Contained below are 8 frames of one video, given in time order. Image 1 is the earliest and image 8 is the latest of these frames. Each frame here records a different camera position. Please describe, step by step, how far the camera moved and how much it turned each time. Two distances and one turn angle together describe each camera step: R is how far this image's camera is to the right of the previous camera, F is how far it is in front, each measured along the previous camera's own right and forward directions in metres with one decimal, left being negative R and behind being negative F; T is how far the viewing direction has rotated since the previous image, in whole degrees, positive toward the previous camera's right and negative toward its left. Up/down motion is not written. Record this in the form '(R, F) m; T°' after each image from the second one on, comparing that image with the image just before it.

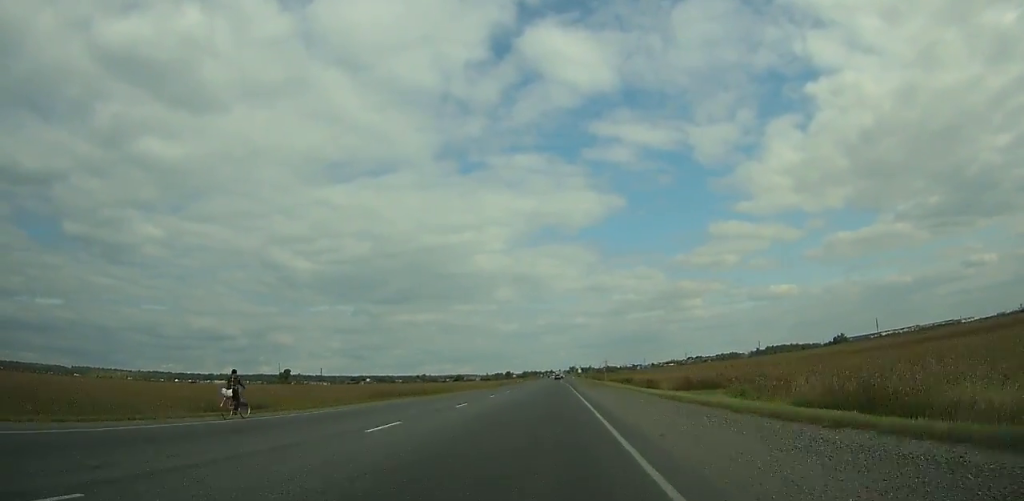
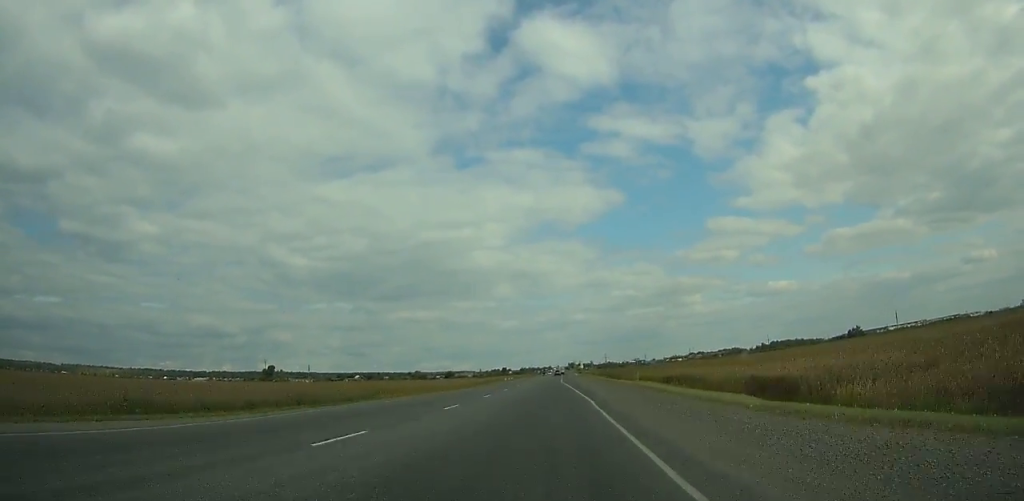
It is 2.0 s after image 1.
(0.0, +39.6) m; 0°
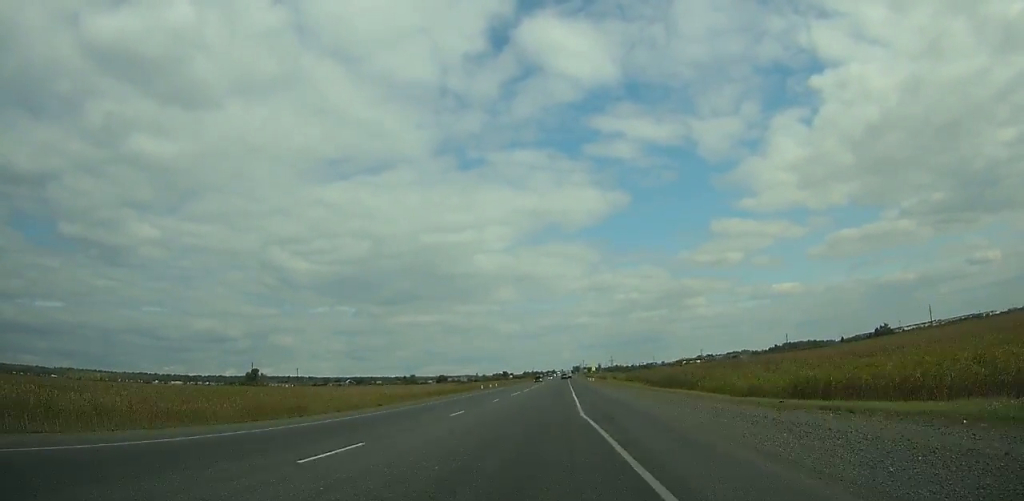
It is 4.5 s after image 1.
(-0.1, +49.3) m; 0°
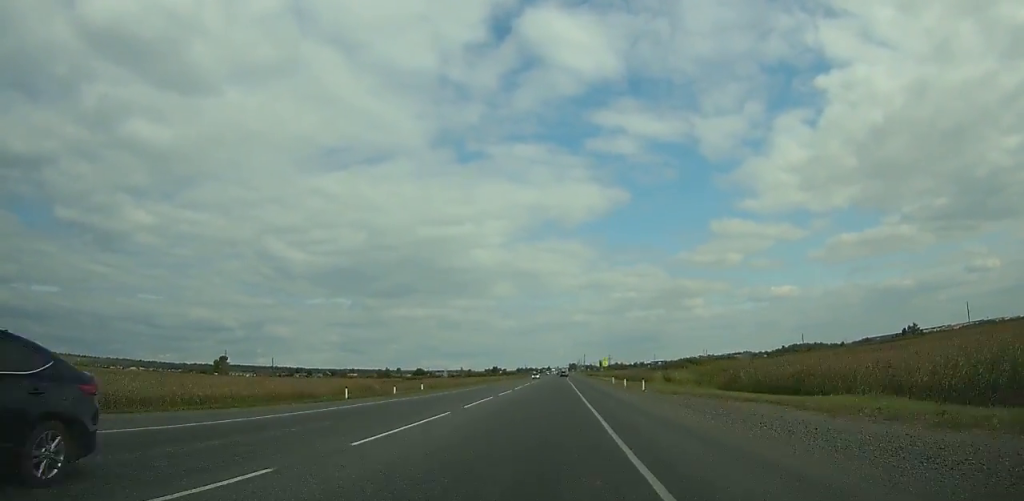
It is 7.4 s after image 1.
(0.0, +56.9) m; 0°
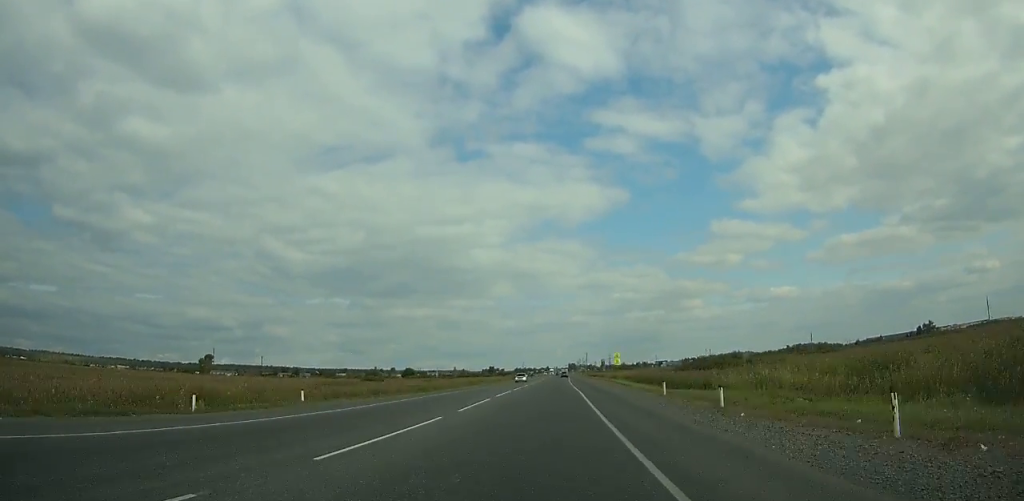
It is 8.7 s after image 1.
(0.0, +25.4) m; 0°
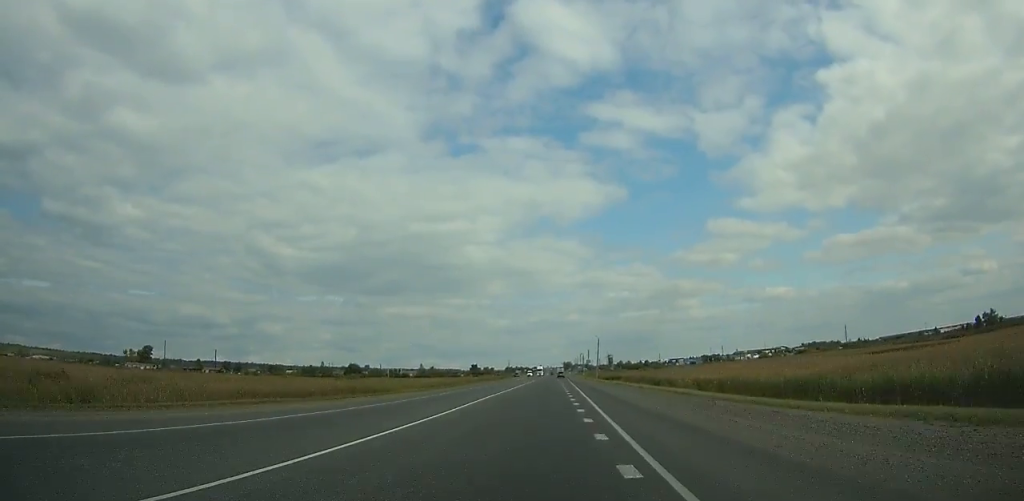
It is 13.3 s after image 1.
(+0.5, +88.6) m; +1°
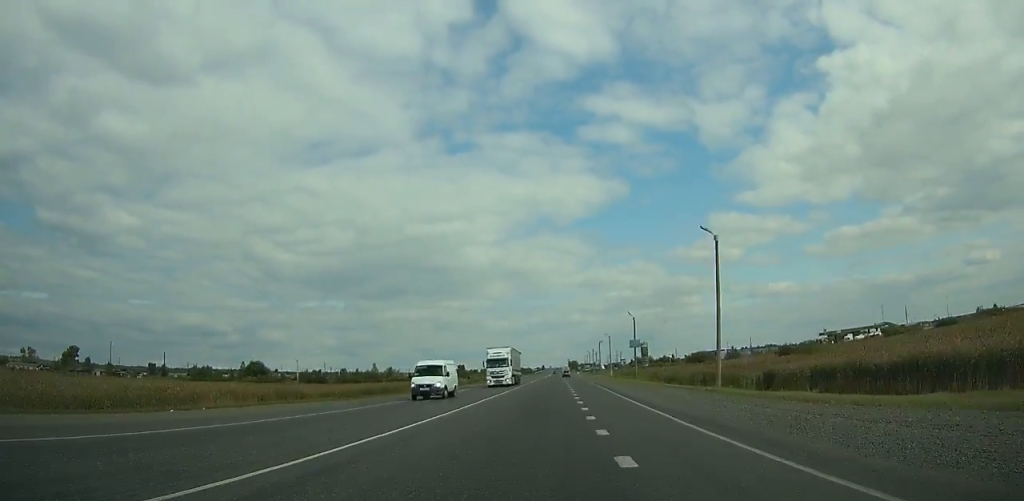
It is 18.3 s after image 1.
(-0.2, +94.6) m; 0°
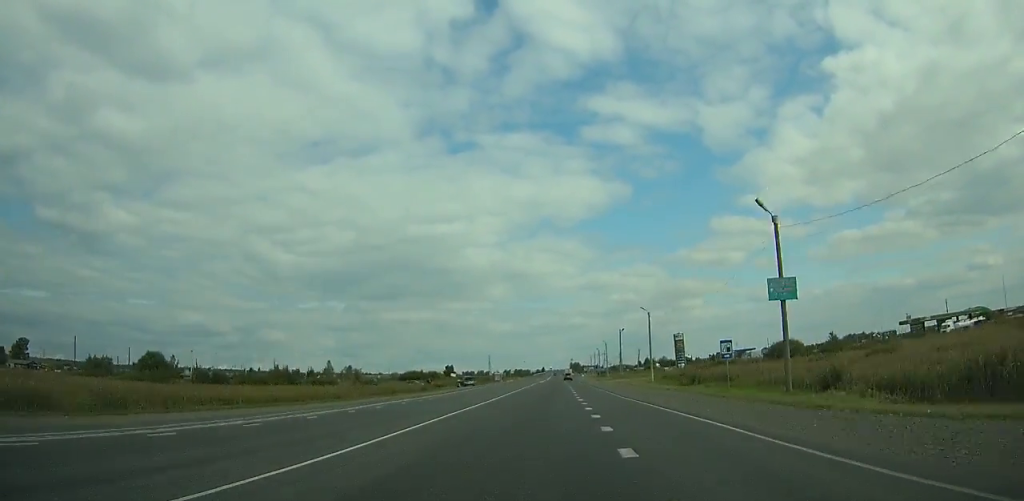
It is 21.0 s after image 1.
(-0.1, +50.4) m; 0°
